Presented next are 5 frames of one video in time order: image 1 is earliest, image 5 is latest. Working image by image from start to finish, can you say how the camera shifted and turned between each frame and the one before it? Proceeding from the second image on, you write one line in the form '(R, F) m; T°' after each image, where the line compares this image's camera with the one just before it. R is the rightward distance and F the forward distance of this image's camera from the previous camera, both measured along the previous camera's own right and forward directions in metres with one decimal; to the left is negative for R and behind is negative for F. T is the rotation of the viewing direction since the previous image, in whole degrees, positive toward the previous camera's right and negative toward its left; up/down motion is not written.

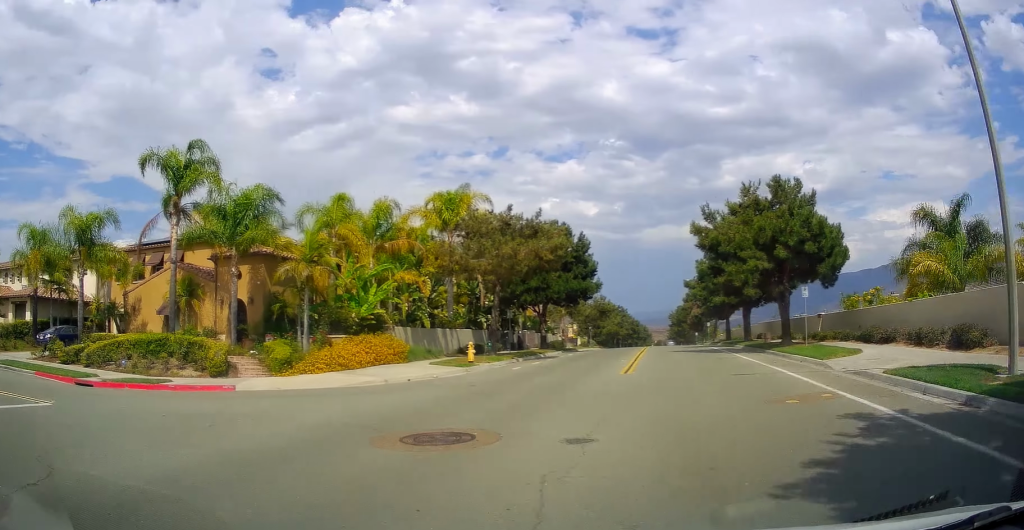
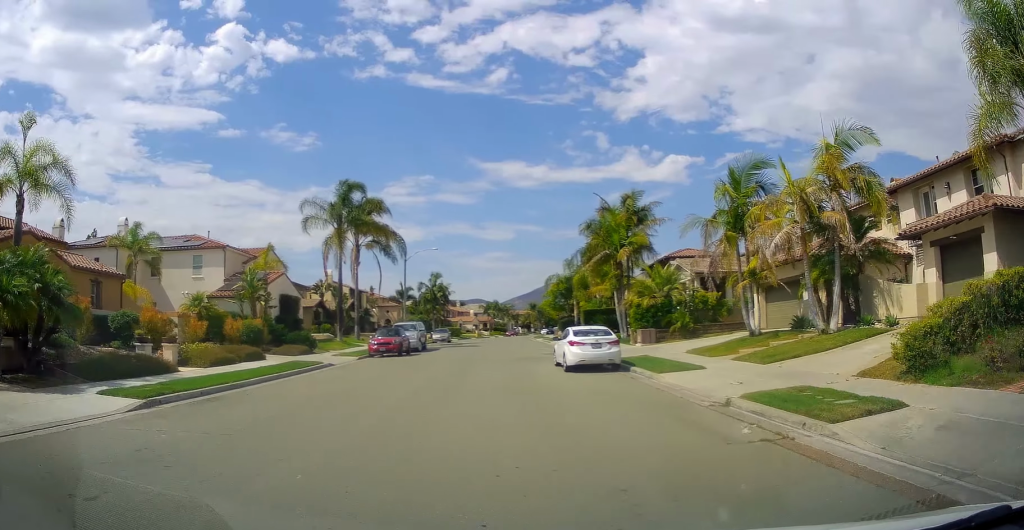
(-20.3, +21.3) m; -74°
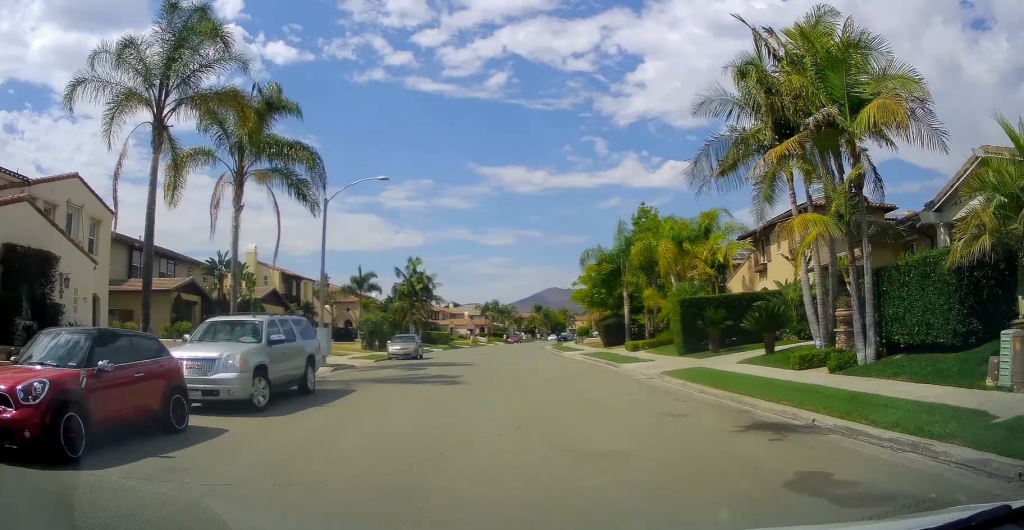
(-1.4, +26.1) m; -1°
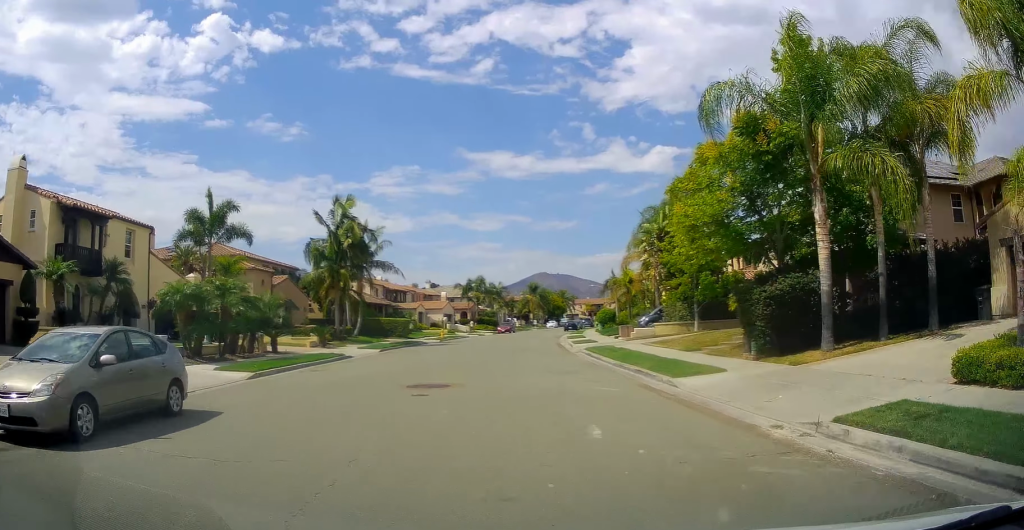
(+1.8, +28.6) m; +4°
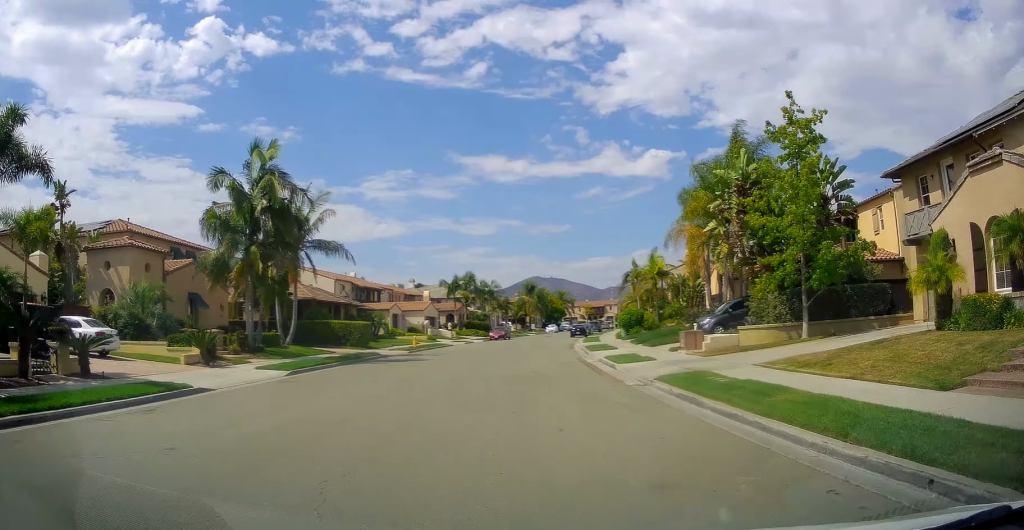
(-0.1, +15.4) m; -1°
